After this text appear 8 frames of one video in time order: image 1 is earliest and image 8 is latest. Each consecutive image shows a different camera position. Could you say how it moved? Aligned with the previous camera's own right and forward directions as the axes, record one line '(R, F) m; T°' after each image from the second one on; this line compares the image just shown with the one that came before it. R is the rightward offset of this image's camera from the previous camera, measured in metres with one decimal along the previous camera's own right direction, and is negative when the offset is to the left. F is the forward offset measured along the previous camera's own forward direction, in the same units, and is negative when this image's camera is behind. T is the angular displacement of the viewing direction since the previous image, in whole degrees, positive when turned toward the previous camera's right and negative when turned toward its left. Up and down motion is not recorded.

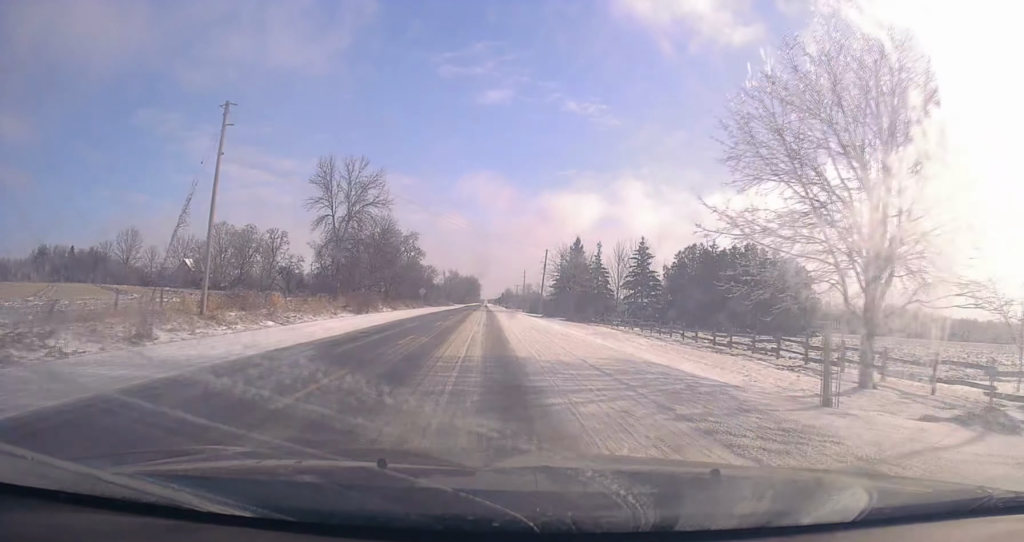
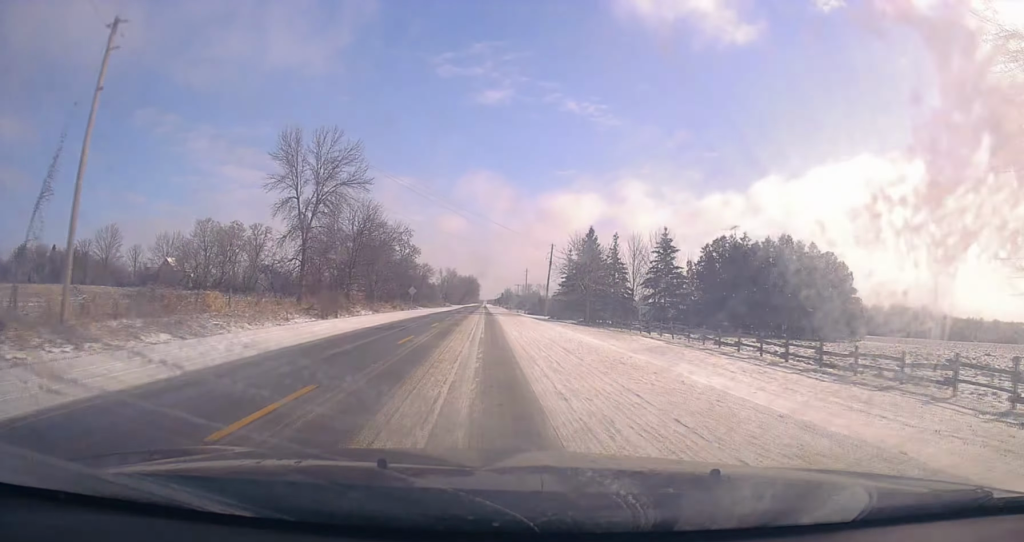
(+0.4, +10.6) m; 0°
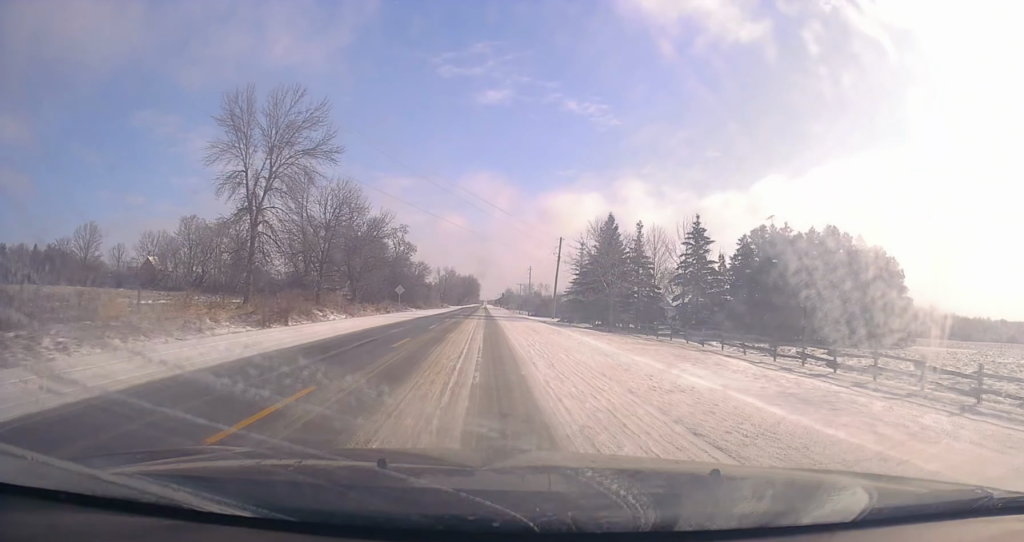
(+0.1, +10.7) m; 0°
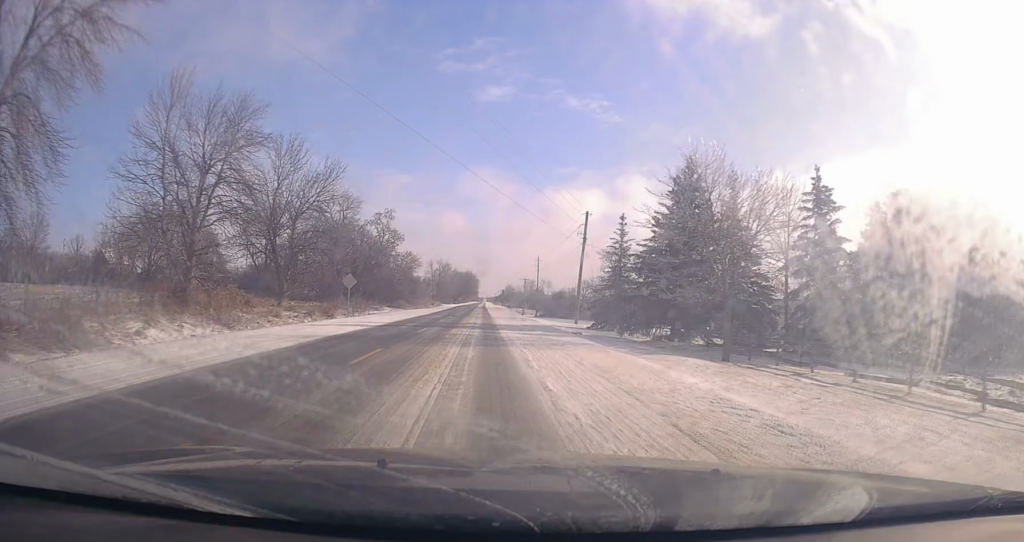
(-0.6, +23.5) m; 0°
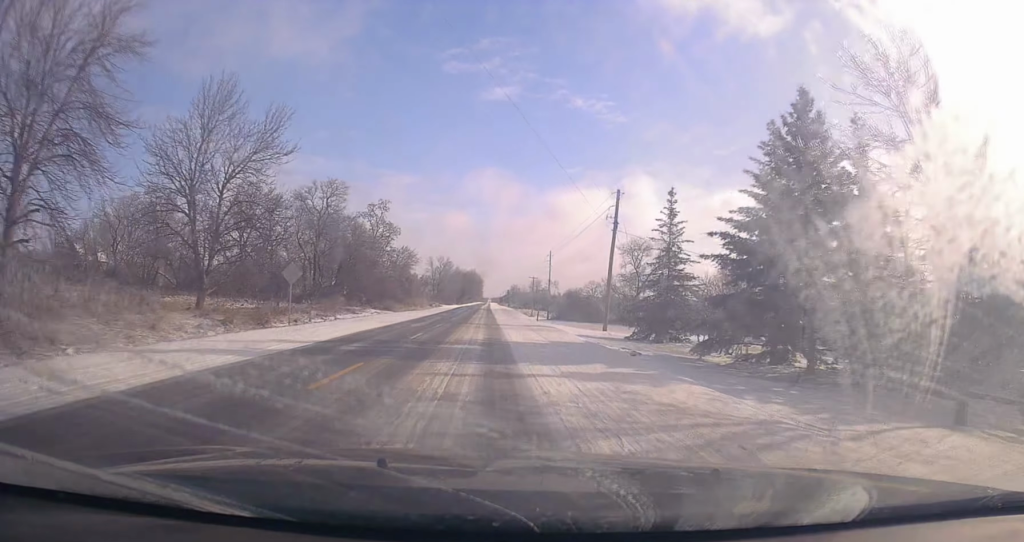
(+0.5, +12.8) m; +1°
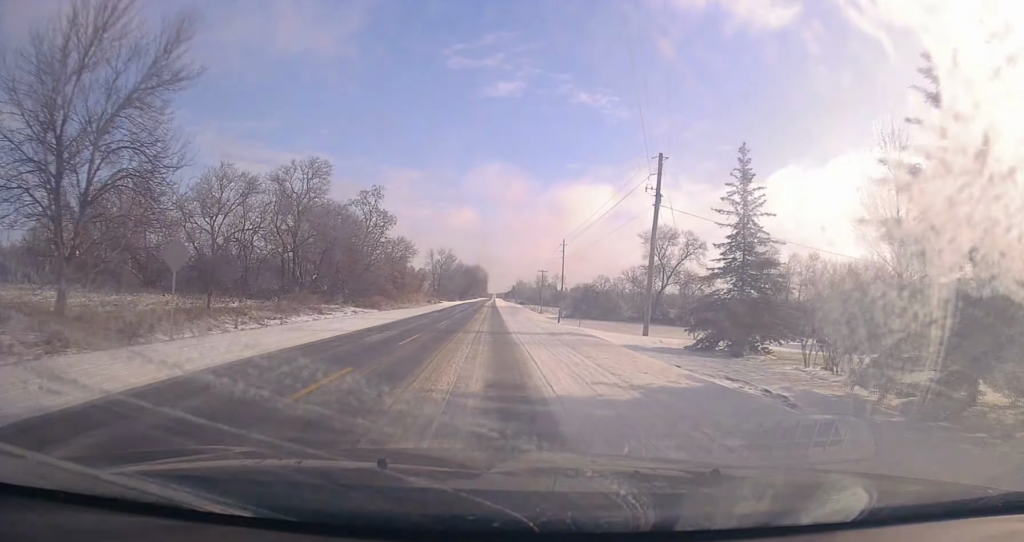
(+0.2, +11.3) m; 0°
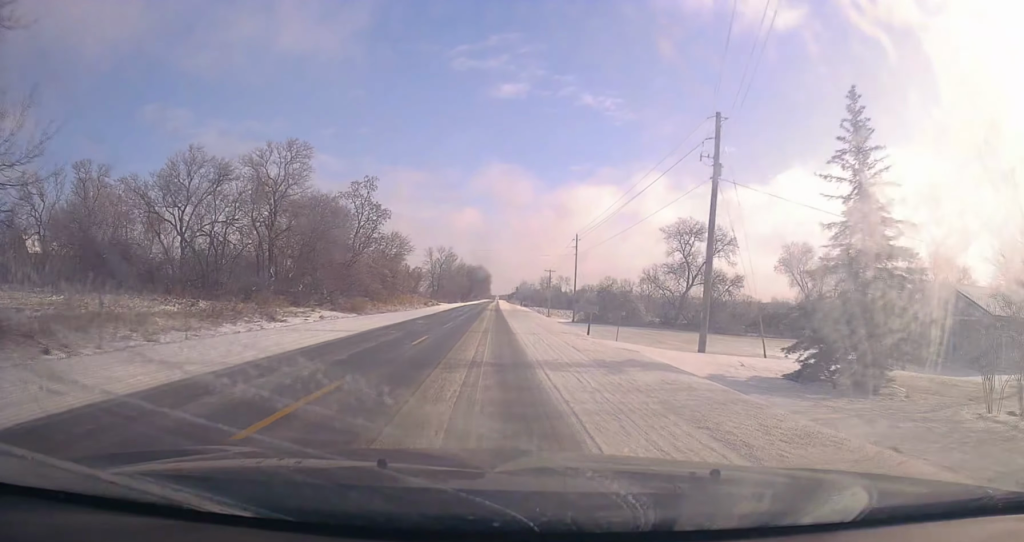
(-0.2, +10.0) m; -1°
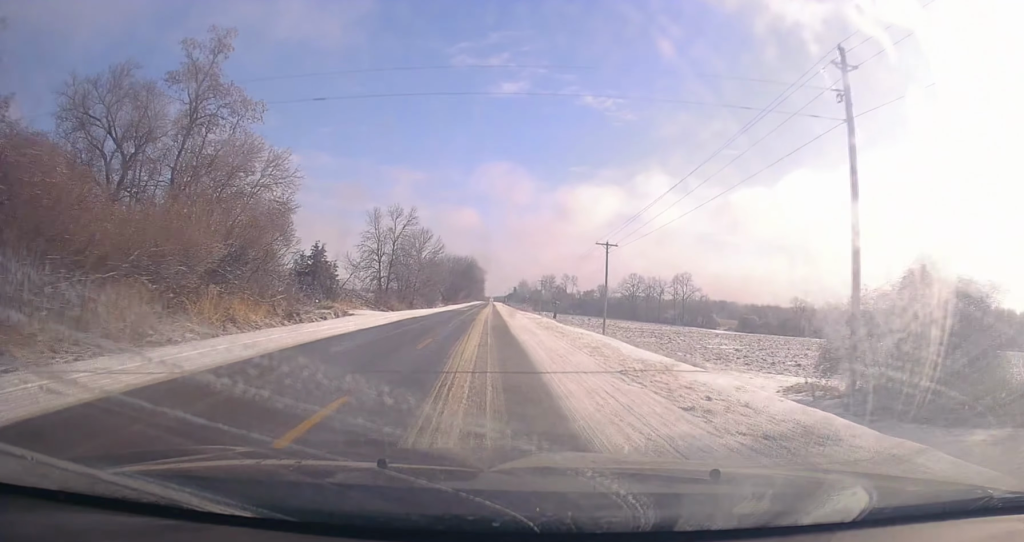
(+0.3, +58.9) m; 0°
